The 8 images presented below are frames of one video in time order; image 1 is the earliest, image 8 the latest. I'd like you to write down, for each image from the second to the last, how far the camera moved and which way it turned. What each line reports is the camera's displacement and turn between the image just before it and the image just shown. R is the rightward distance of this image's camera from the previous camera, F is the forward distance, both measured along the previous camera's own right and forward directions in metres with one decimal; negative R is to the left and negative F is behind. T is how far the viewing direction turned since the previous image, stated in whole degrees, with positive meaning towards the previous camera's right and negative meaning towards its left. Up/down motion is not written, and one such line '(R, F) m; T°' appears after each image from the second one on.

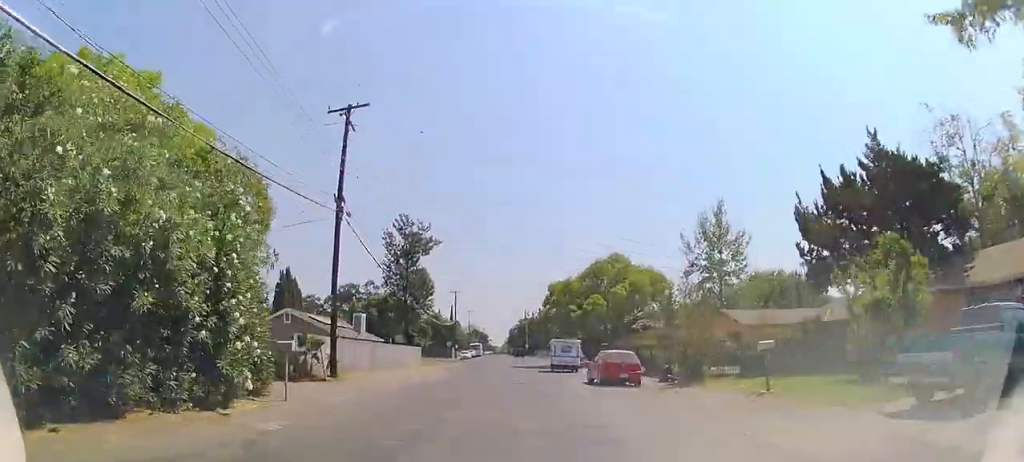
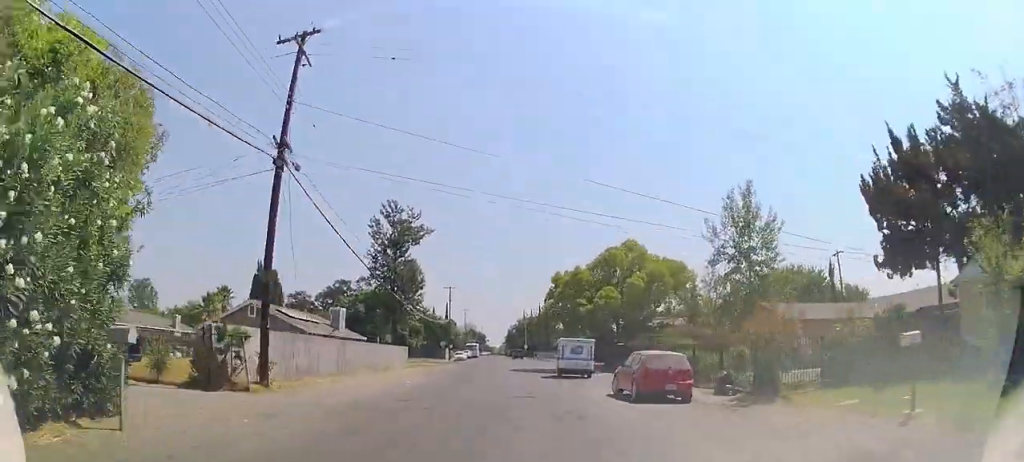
(+0.1, +6.1) m; +1°
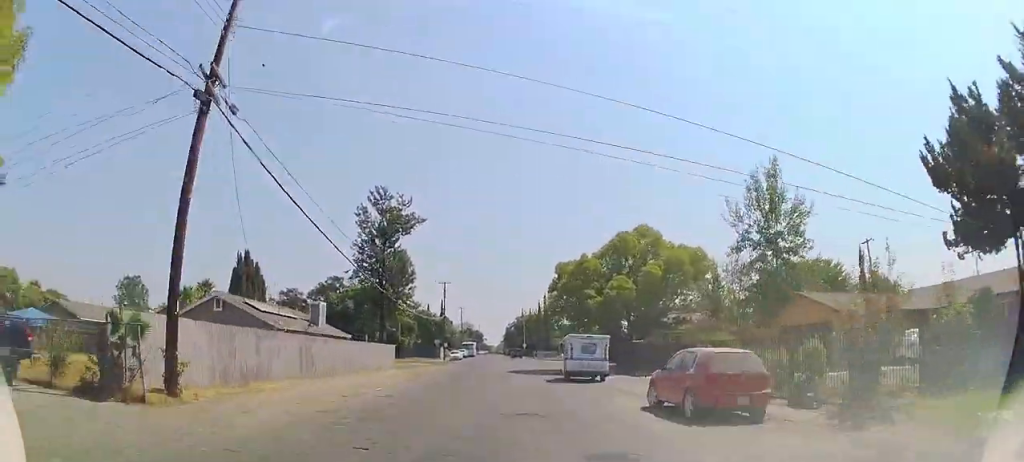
(+0.3, +4.7) m; 0°
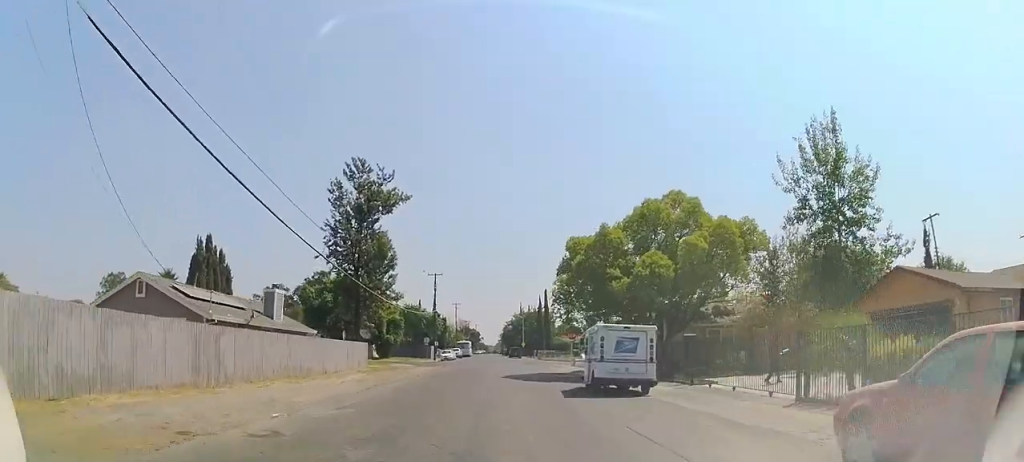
(-0.4, +8.2) m; -3°
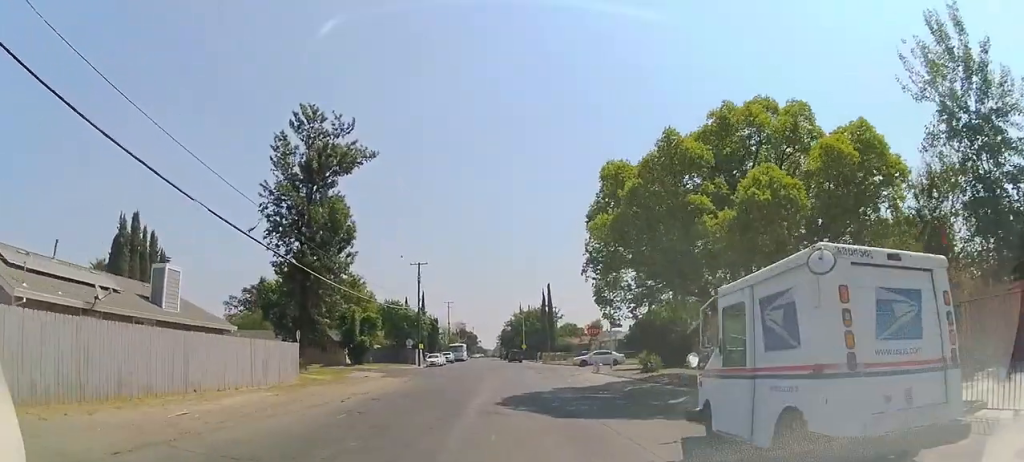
(+0.1, +12.2) m; +3°
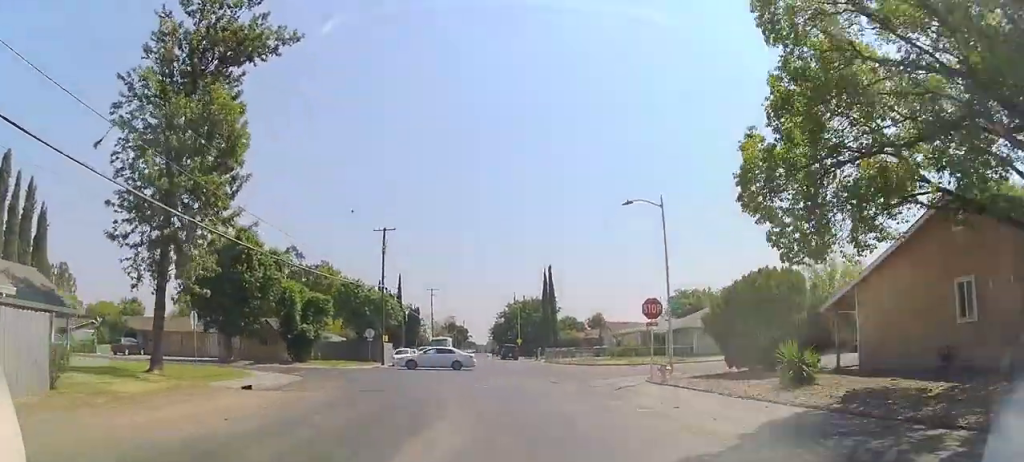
(-0.1, +15.2) m; -4°
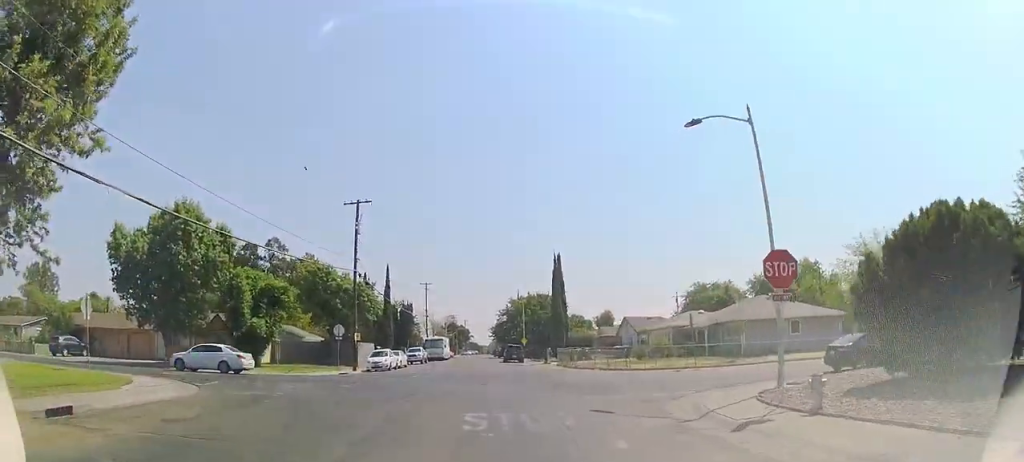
(+0.4, +9.8) m; +4°
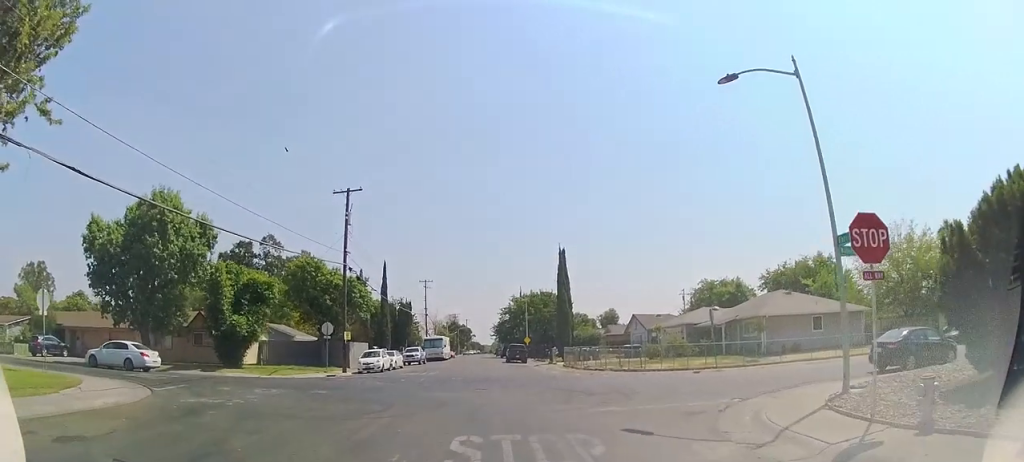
(+0.3, +3.2) m; 0°
